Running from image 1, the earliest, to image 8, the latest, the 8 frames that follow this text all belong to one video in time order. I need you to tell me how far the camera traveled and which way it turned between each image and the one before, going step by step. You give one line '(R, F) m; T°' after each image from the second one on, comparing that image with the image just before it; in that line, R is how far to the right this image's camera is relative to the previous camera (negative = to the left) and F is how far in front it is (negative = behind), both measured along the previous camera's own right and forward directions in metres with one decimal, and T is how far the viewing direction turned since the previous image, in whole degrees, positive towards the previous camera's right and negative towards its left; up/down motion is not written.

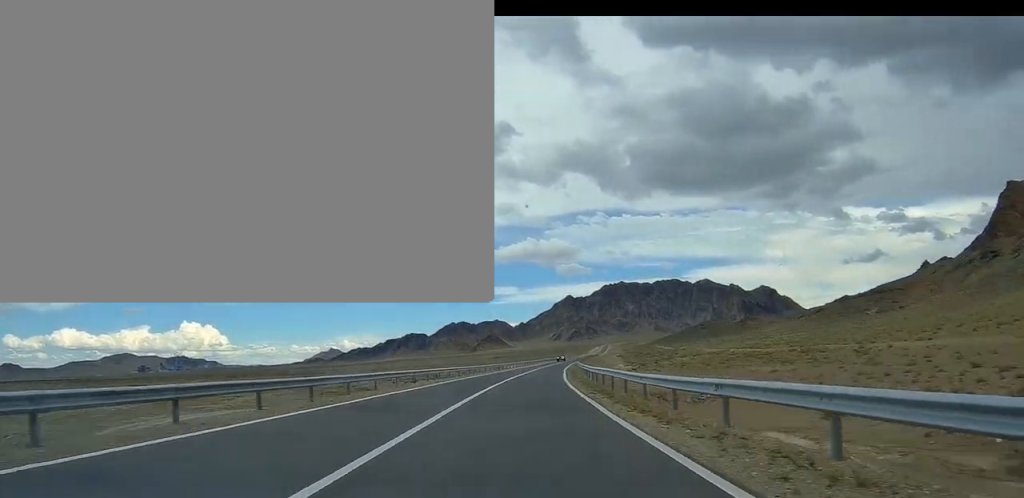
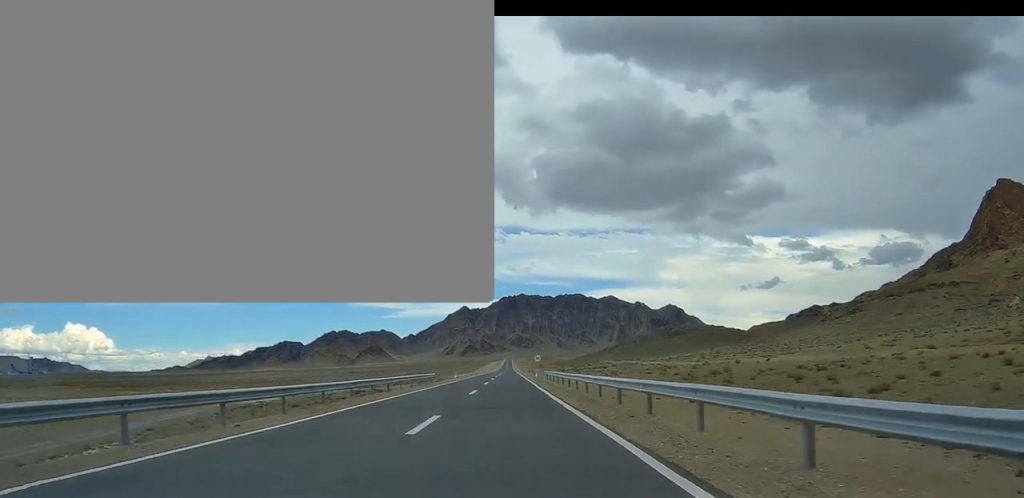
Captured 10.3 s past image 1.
(+16.8, +236.8) m; +4°
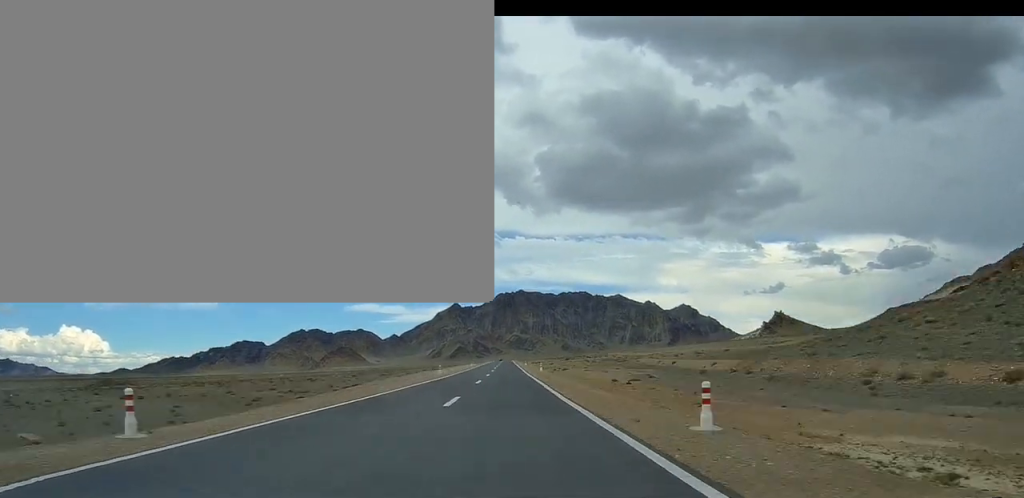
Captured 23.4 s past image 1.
(+0.9, +302.6) m; 0°
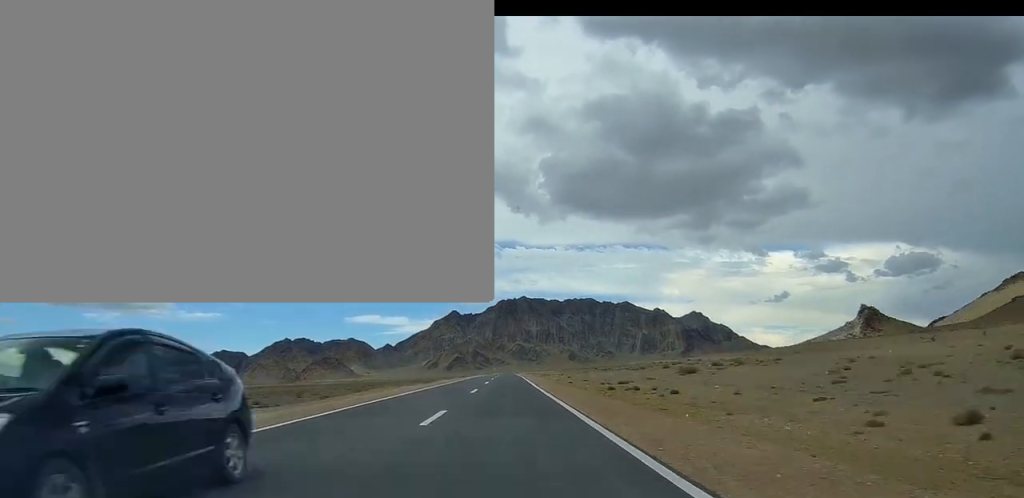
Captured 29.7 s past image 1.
(-0.2, +146.2) m; 0°
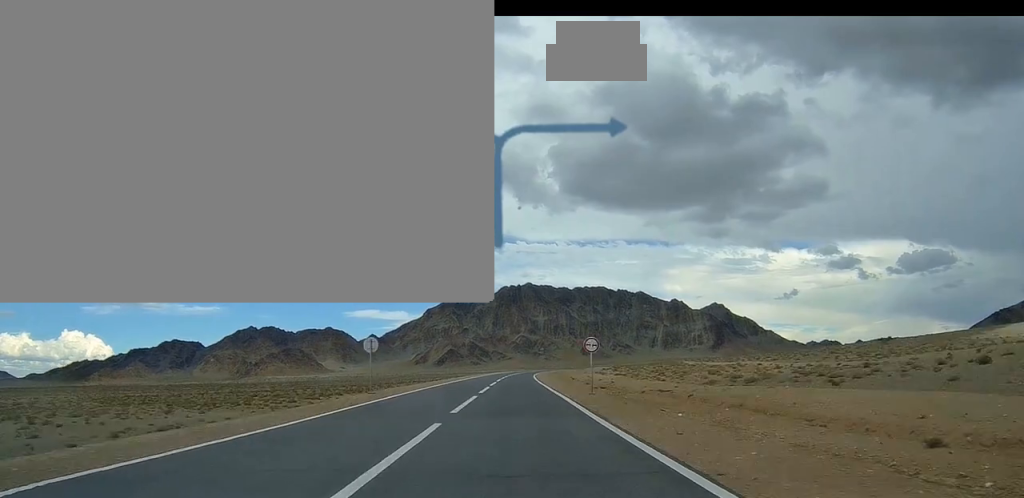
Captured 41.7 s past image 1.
(+6.4, +273.3) m; +6°
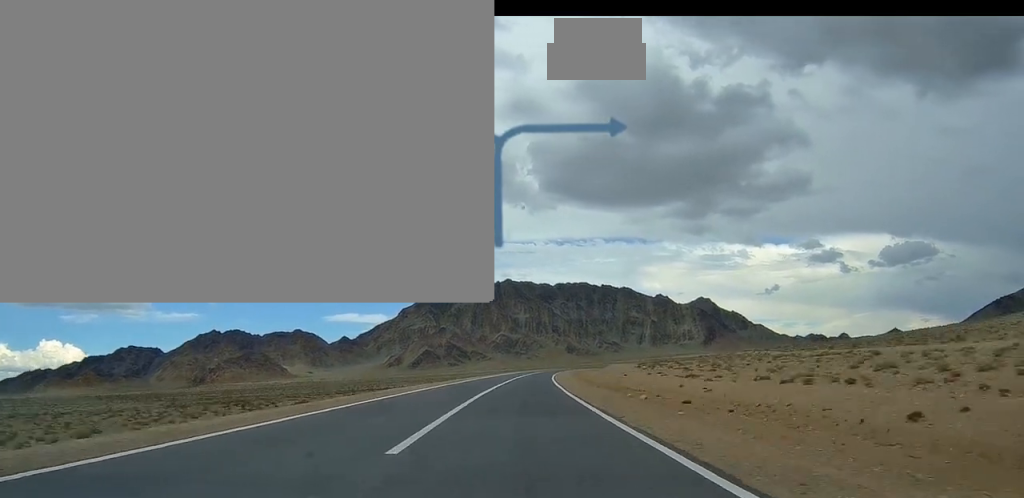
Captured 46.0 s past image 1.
(+3.0, +98.3) m; +4°
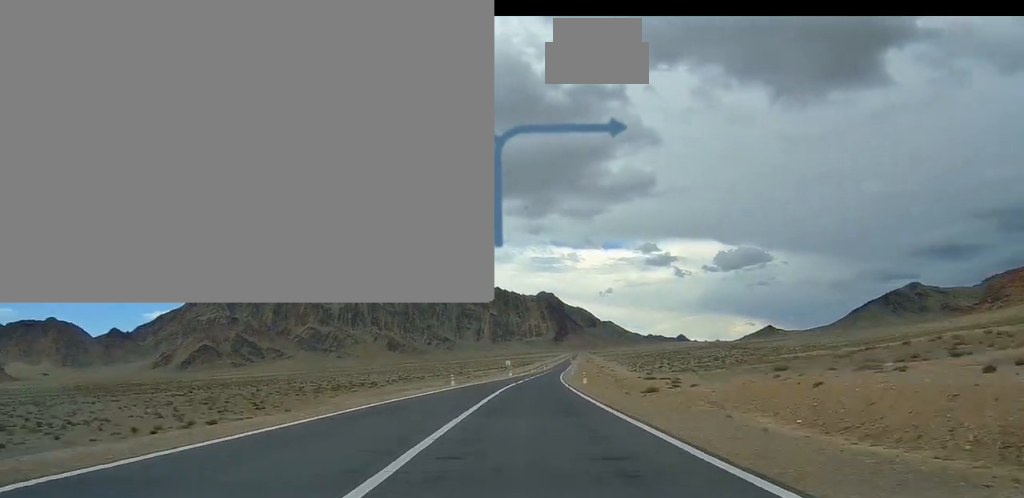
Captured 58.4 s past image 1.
(+28.9, +276.1) m; +11°
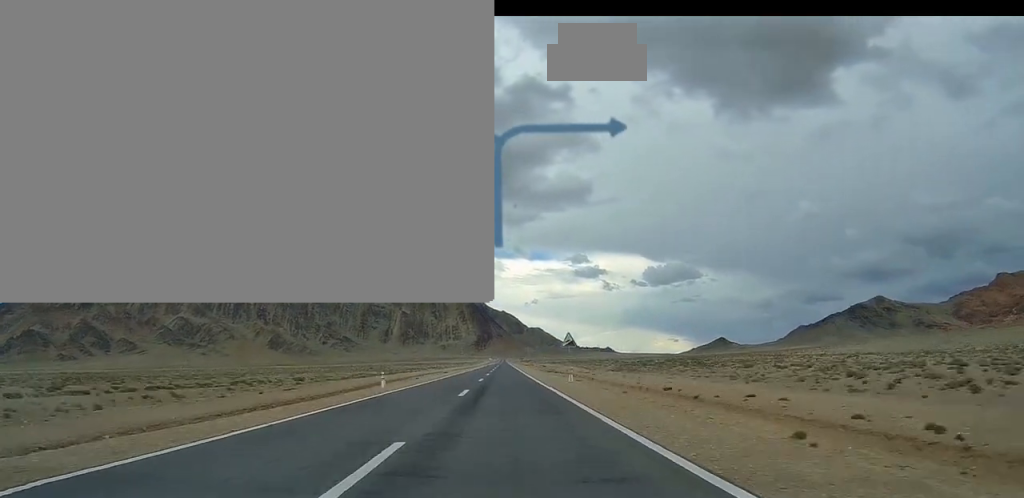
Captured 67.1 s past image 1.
(+8.5, +187.2) m; +3°
